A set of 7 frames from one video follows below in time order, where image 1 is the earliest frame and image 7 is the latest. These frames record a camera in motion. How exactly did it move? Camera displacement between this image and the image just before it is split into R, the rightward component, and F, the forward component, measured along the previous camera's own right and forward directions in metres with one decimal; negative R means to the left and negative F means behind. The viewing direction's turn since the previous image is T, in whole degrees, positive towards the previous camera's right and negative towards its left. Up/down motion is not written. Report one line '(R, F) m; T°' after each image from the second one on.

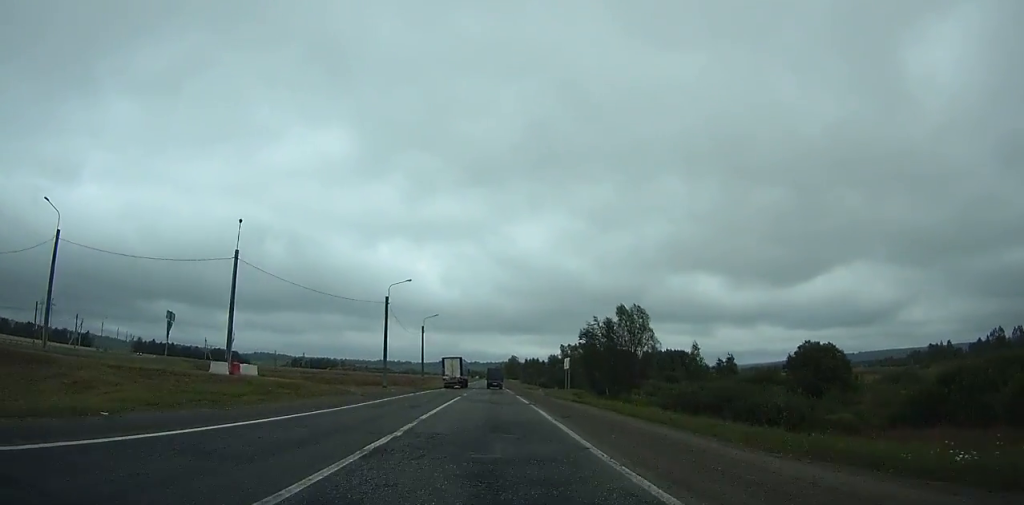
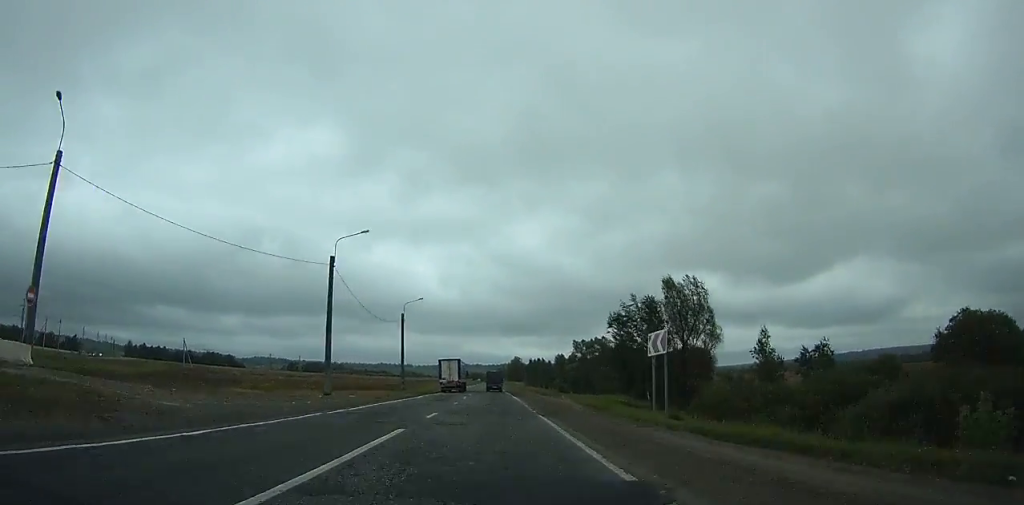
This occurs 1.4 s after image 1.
(0.0, +22.4) m; 0°
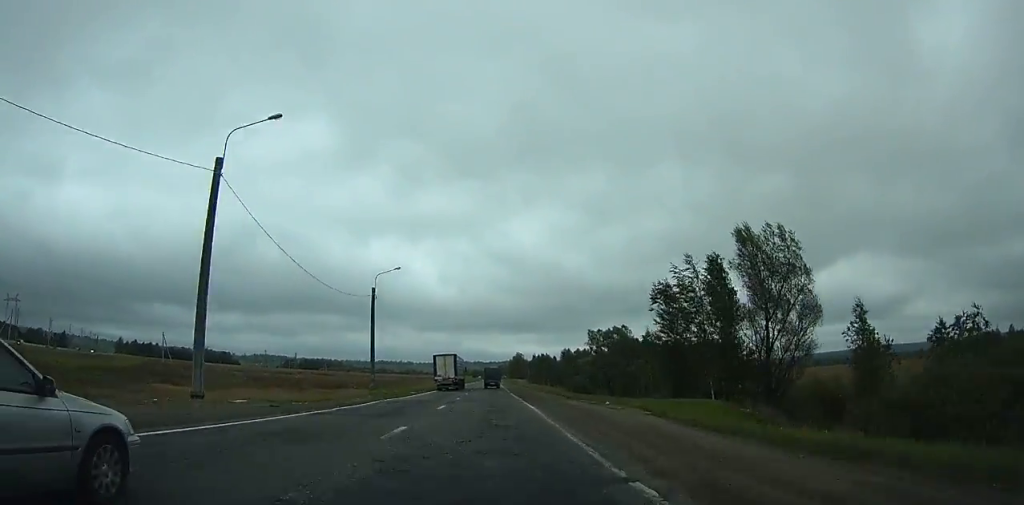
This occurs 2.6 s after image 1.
(0.0, +19.1) m; 0°
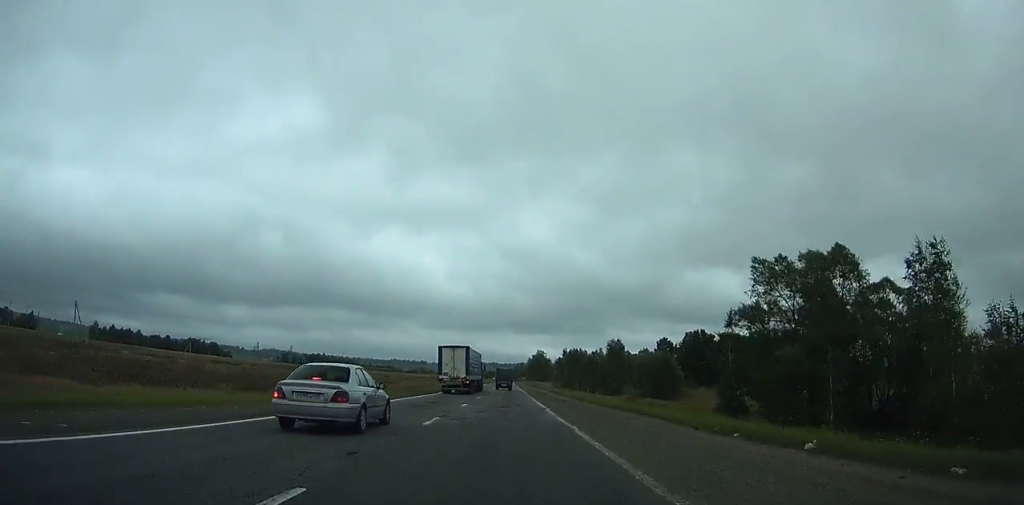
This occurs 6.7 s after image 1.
(-0.4, +63.9) m; -1°
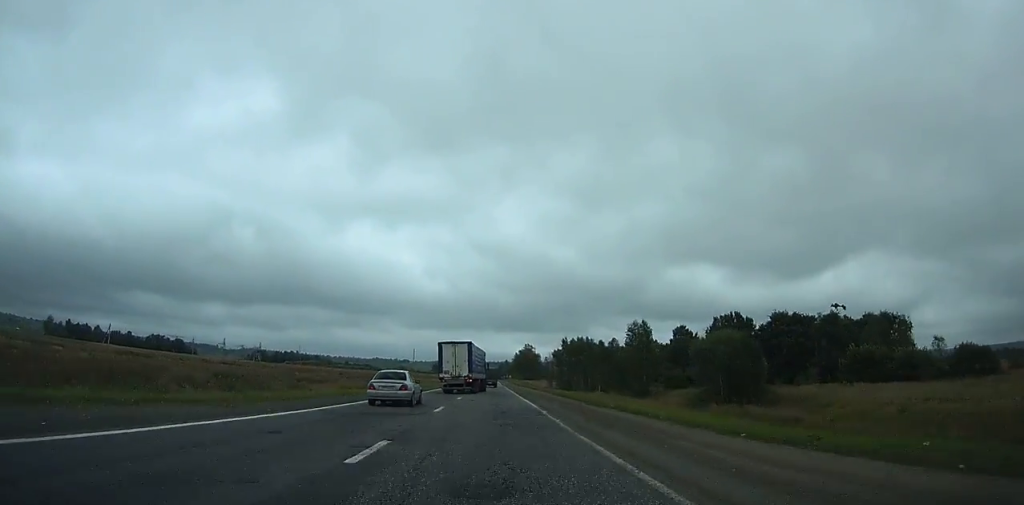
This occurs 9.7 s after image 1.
(-0.1, +43.9) m; 0°
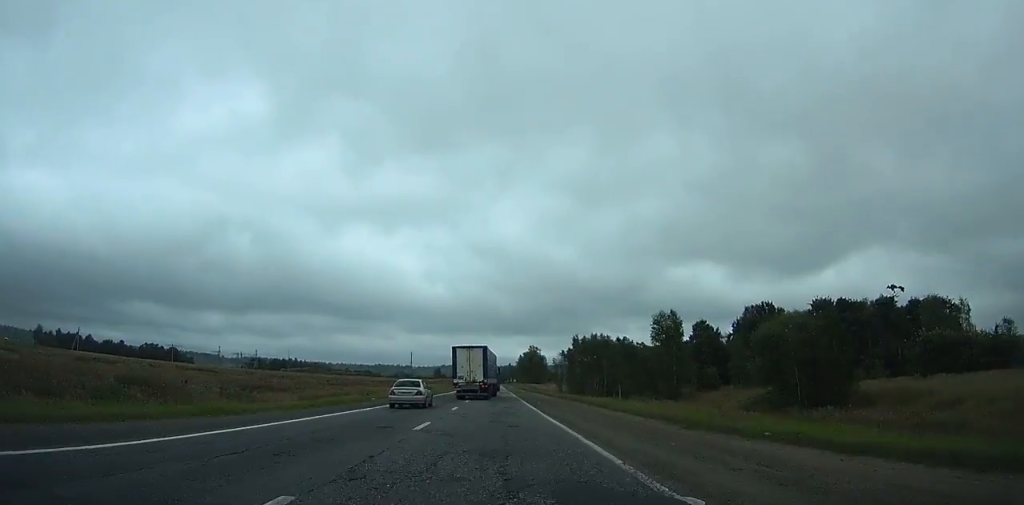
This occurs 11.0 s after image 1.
(0.0, +18.4) m; 0°
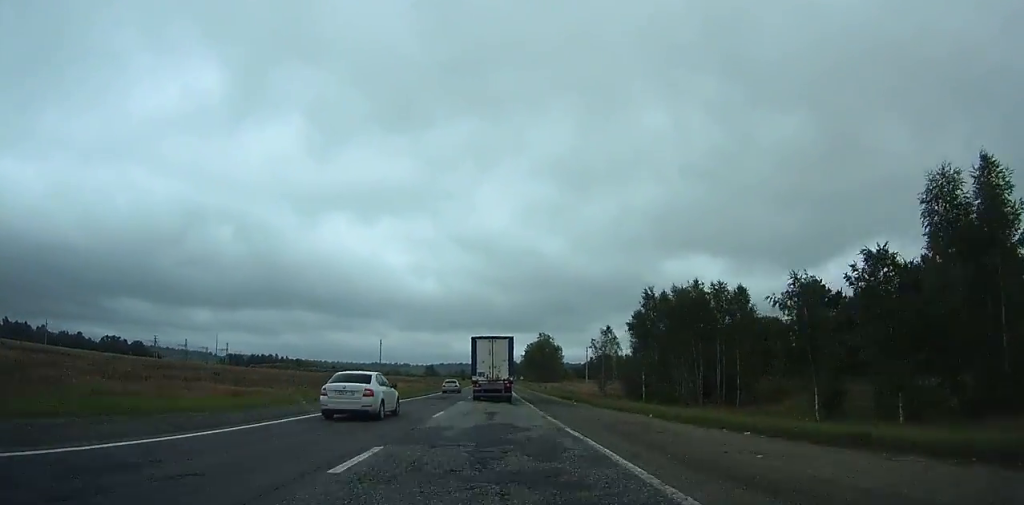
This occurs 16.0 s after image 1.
(+0.1, +68.7) m; 0°
